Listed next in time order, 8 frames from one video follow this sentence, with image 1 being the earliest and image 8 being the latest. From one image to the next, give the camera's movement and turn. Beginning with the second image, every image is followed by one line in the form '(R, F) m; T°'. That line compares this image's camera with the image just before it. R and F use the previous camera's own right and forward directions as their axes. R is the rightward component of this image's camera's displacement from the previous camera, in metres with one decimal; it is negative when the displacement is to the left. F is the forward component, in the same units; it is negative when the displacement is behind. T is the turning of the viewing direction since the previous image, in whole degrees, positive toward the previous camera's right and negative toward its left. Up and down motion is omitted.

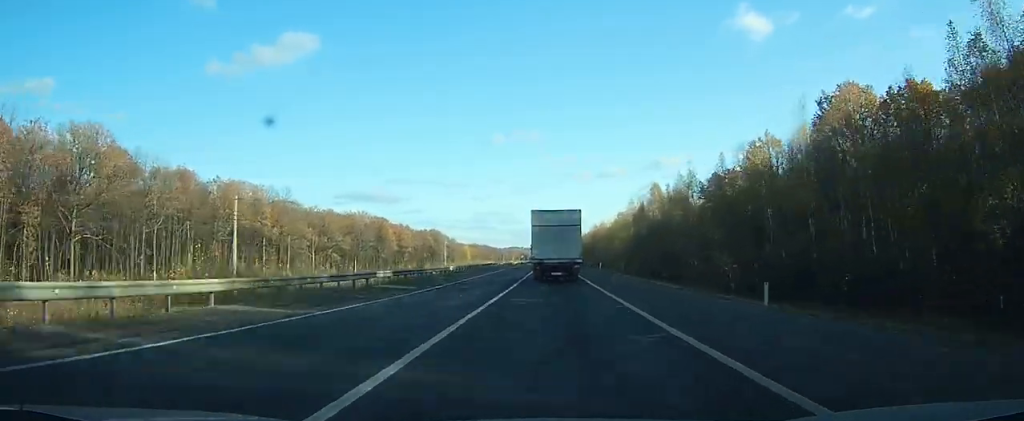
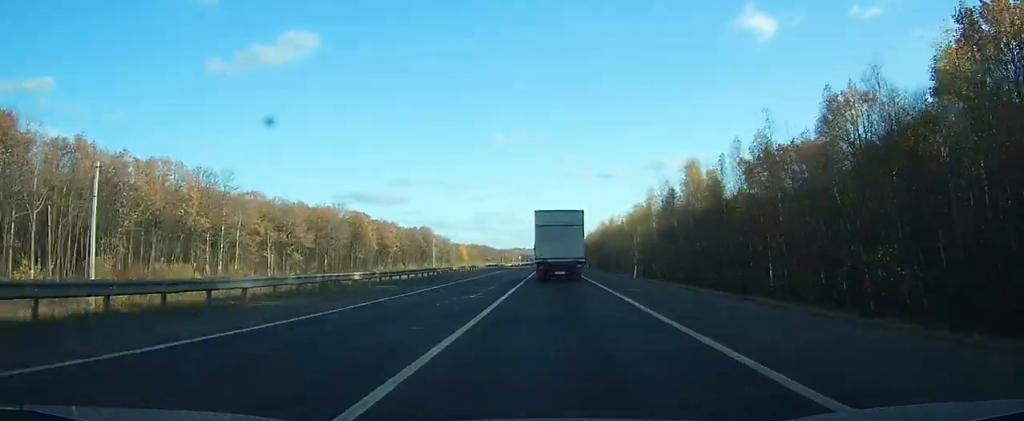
(0.0, +27.9) m; 0°
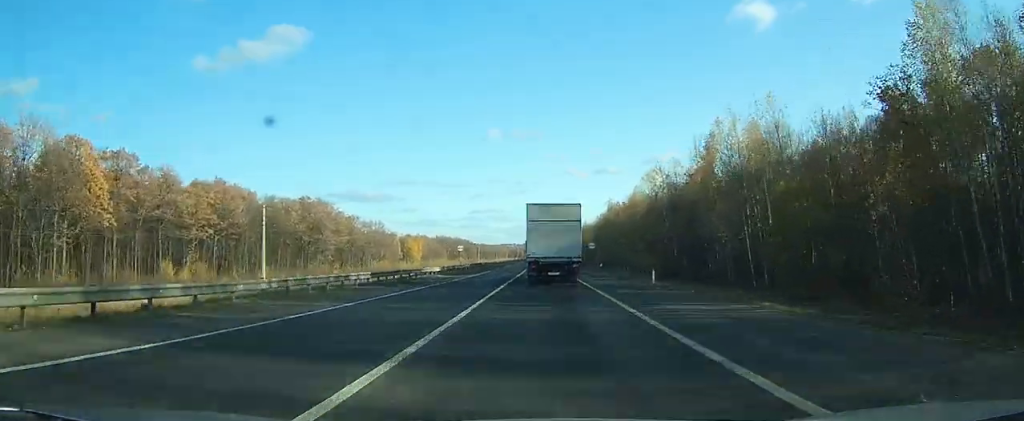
(+0.9, +116.1) m; +1°
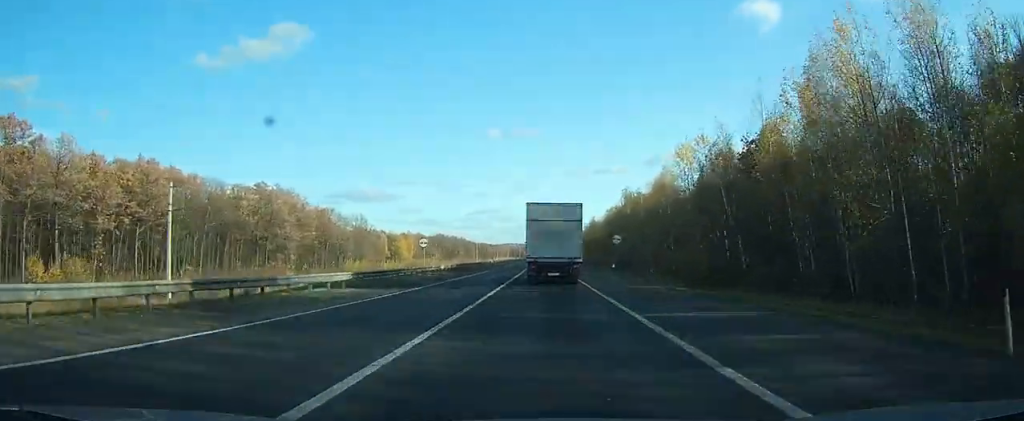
(-0.1, +22.9) m; 0°
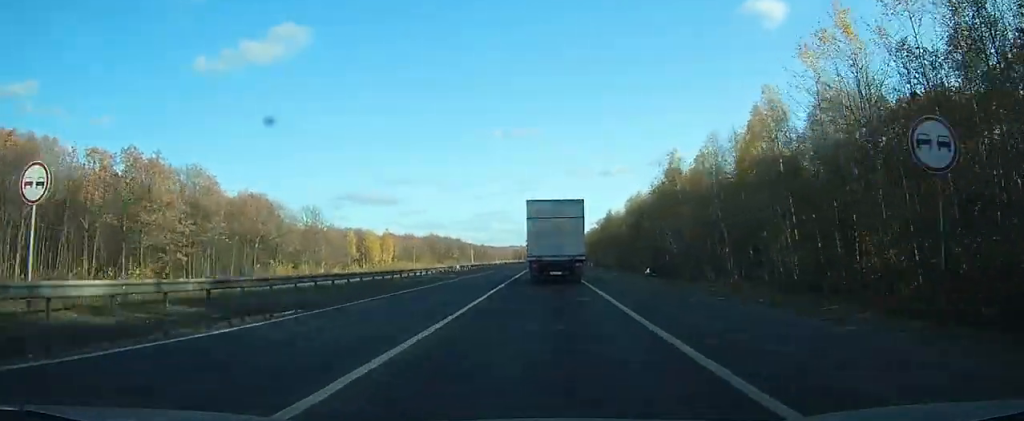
(-0.1, +41.7) m; 0°
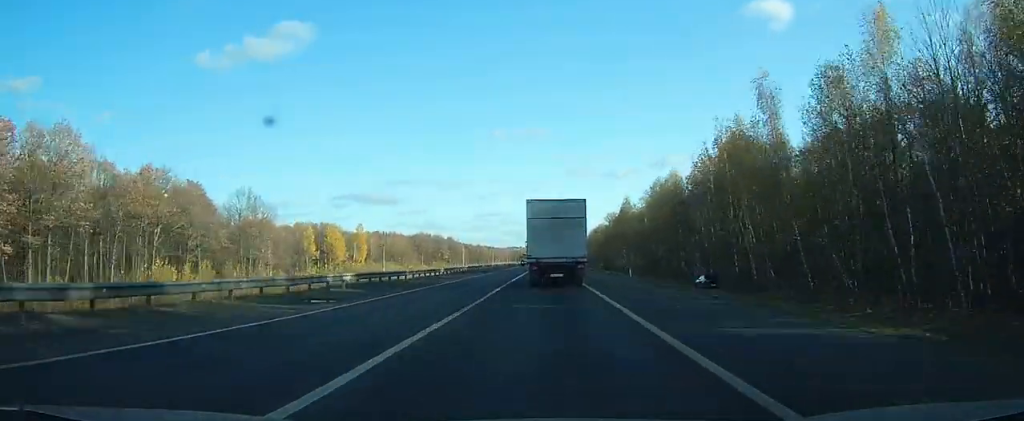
(0.0, +33.7) m; 0°
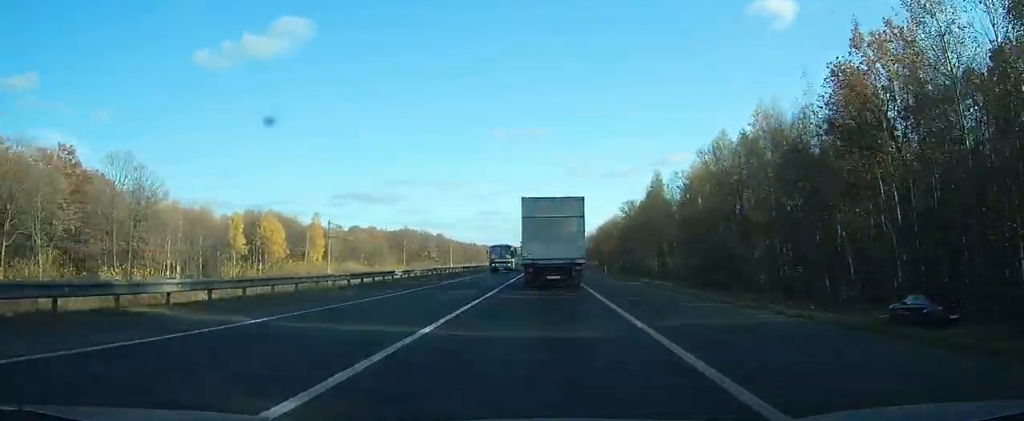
(-0.2, +37.8) m; 0°
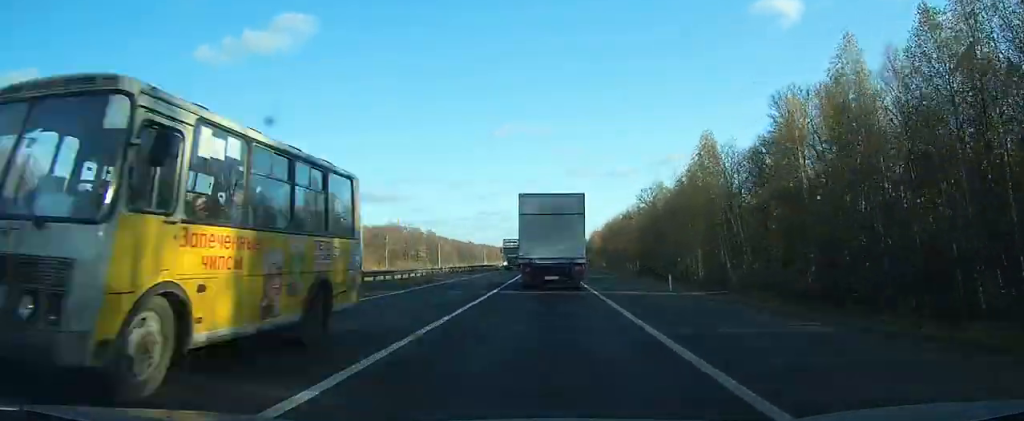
(0.0, +27.4) m; 0°
